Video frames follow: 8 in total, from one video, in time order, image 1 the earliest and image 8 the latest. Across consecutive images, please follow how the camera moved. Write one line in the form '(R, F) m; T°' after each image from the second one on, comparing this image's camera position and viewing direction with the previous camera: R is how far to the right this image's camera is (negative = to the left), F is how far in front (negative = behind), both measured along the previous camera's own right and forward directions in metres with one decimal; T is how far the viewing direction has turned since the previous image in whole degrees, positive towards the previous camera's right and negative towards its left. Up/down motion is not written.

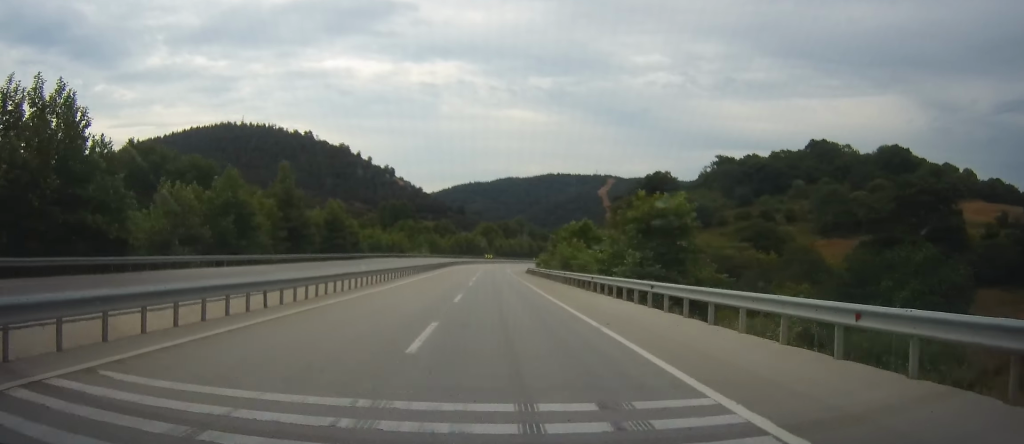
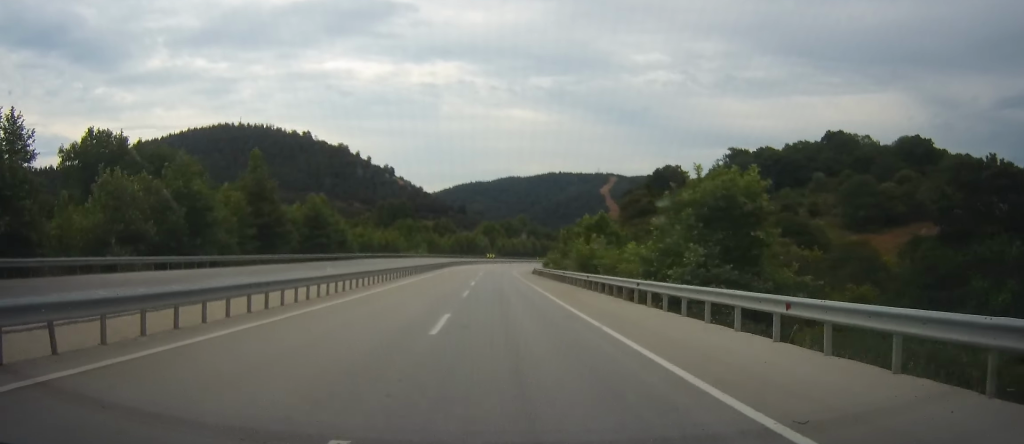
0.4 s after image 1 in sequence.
(-0.2, +10.0) m; -1°
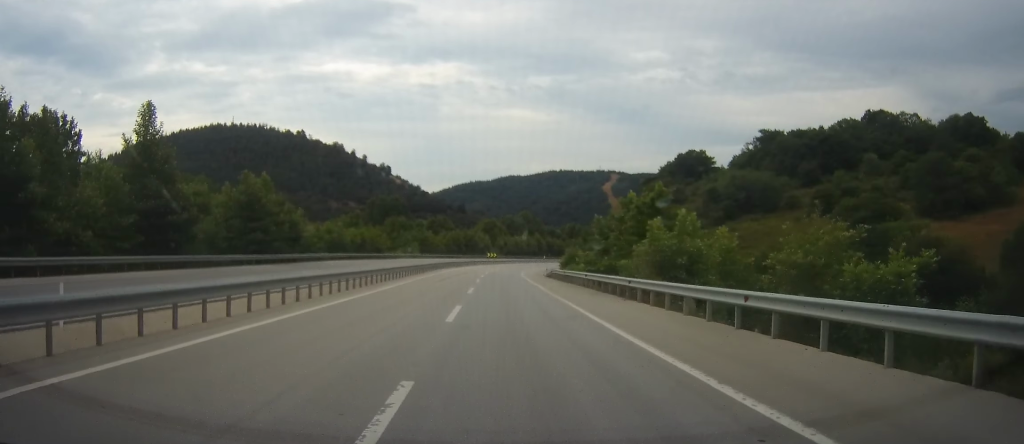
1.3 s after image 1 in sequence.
(+0.6, +20.8) m; -1°
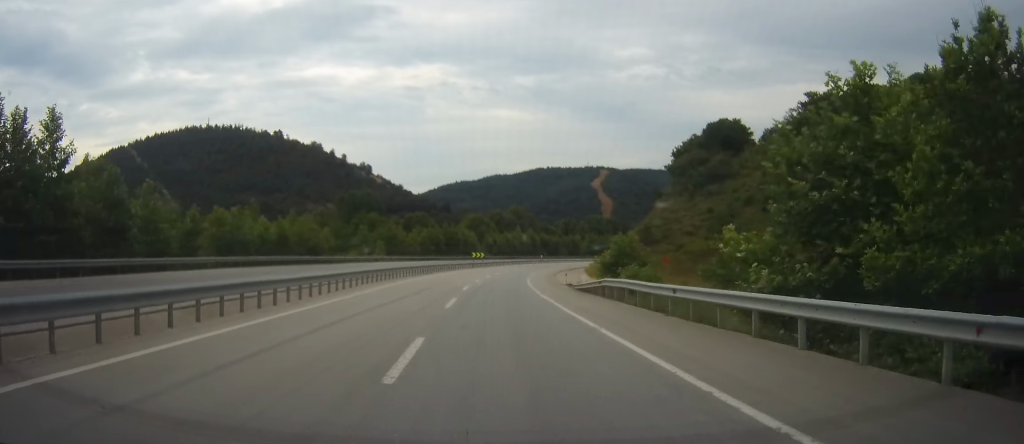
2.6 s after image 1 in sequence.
(-1.7, +32.6) m; -2°
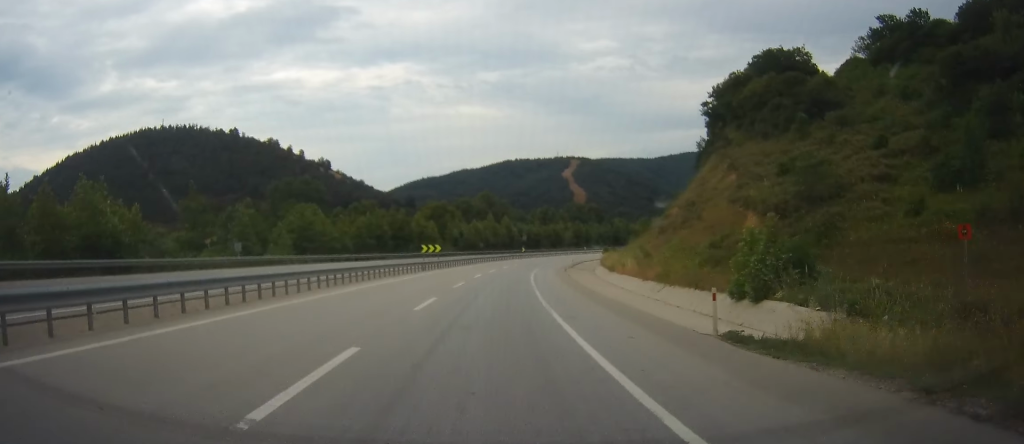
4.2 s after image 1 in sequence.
(+1.4, +39.1) m; +4°
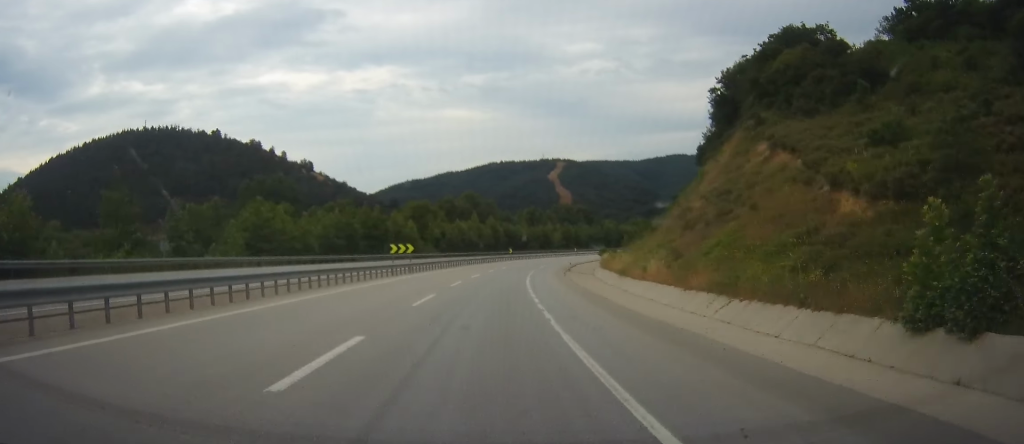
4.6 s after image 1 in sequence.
(+0.1, +11.0) m; 0°
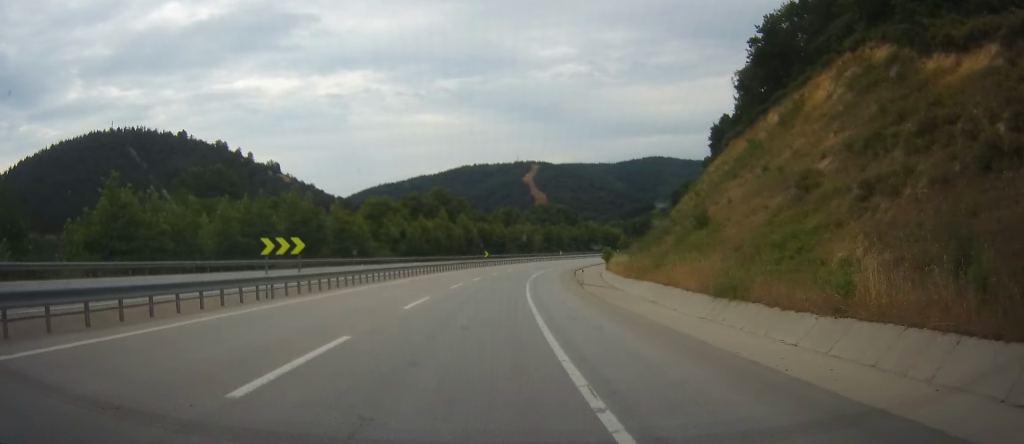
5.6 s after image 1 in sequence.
(-0.1, +25.0) m; 0°
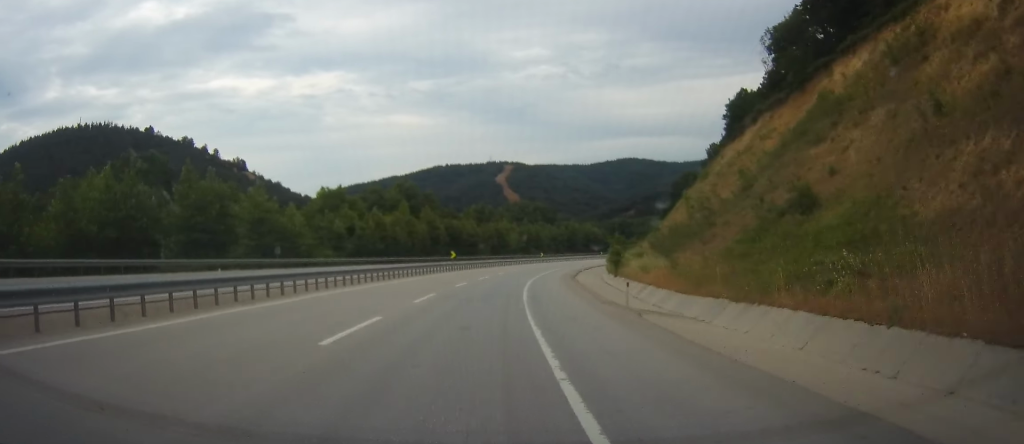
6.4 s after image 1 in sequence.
(-0.2, +20.6) m; +1°
